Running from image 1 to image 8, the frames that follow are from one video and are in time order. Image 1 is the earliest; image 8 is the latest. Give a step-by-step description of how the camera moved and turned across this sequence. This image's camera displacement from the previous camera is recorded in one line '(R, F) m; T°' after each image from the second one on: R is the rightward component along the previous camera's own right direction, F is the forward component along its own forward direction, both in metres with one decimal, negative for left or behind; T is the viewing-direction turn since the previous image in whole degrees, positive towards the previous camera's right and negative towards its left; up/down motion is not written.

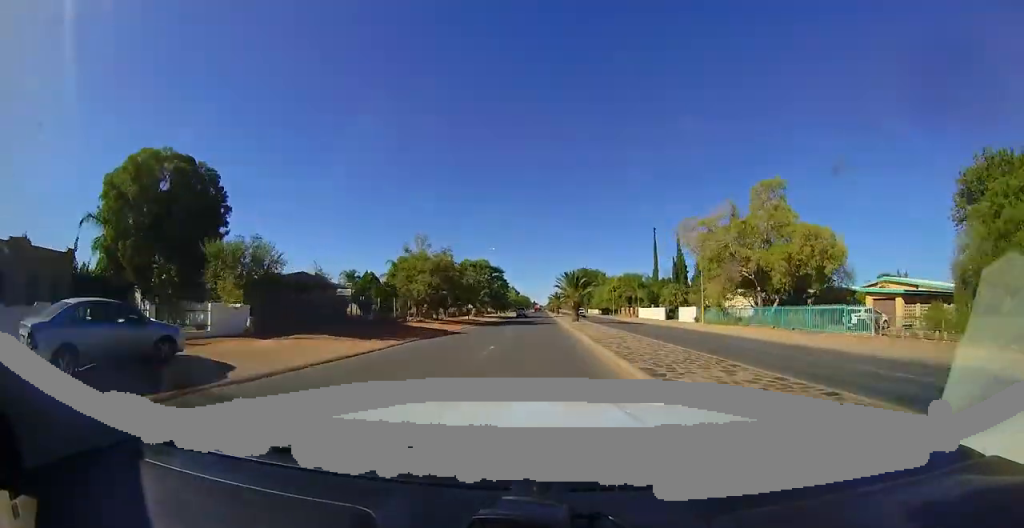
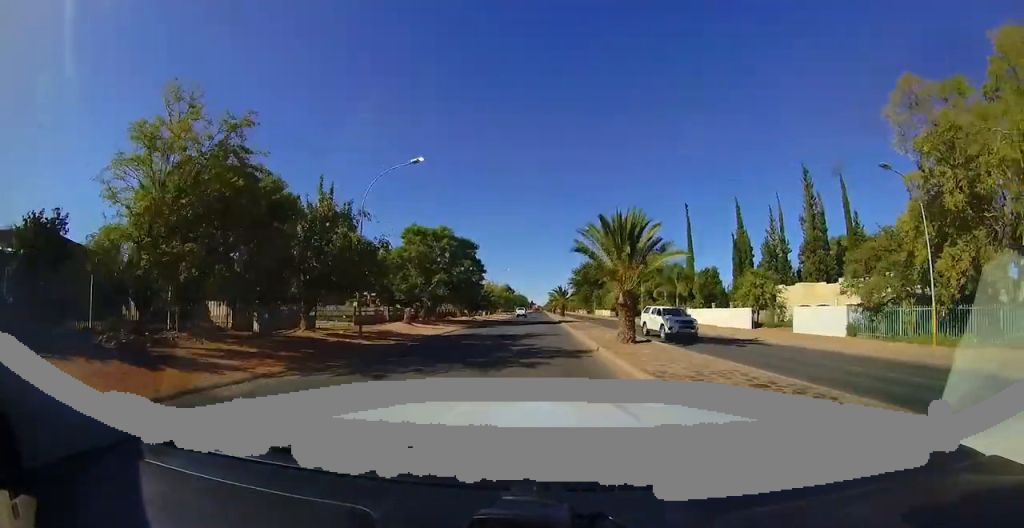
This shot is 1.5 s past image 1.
(-0.1, +24.0) m; 0°
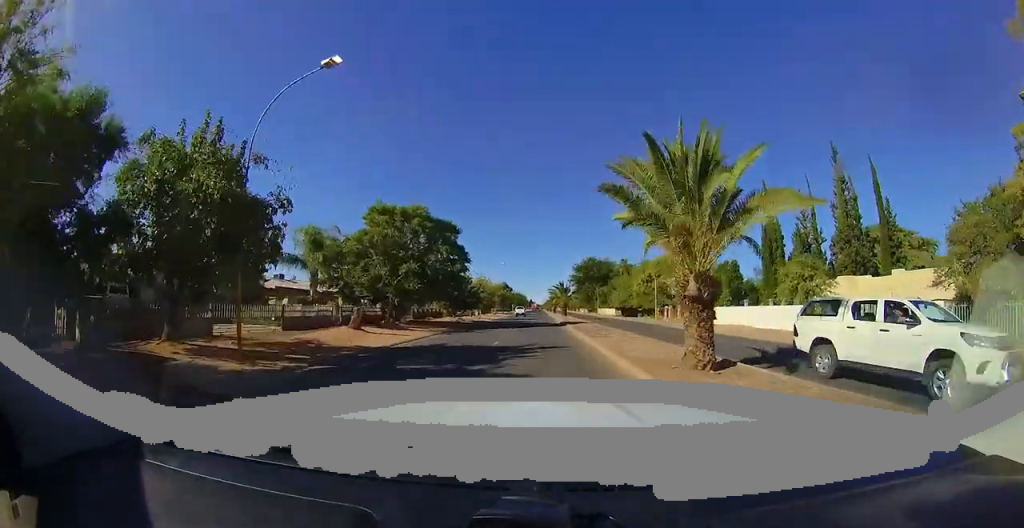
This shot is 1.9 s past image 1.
(0.0, +7.3) m; 0°
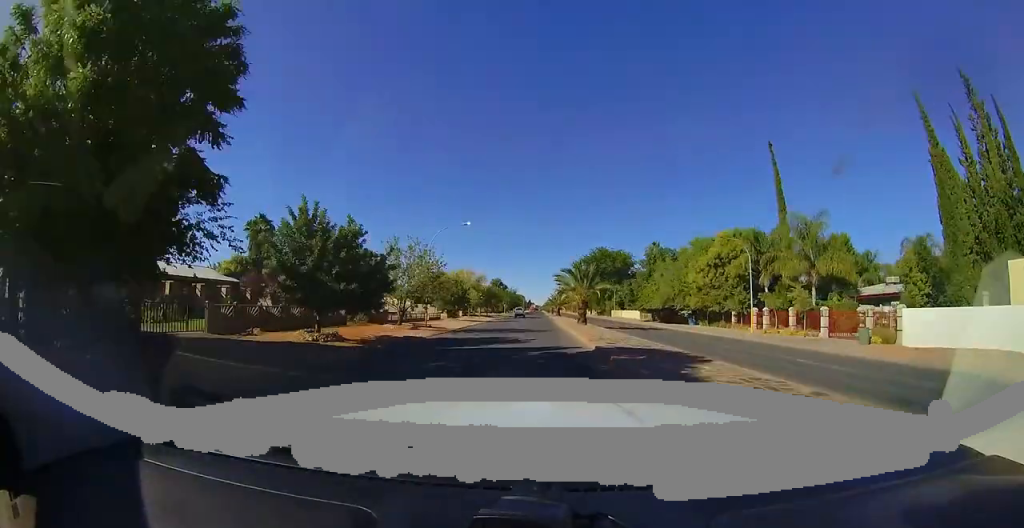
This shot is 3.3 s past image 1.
(+0.1, +23.4) m; 0°
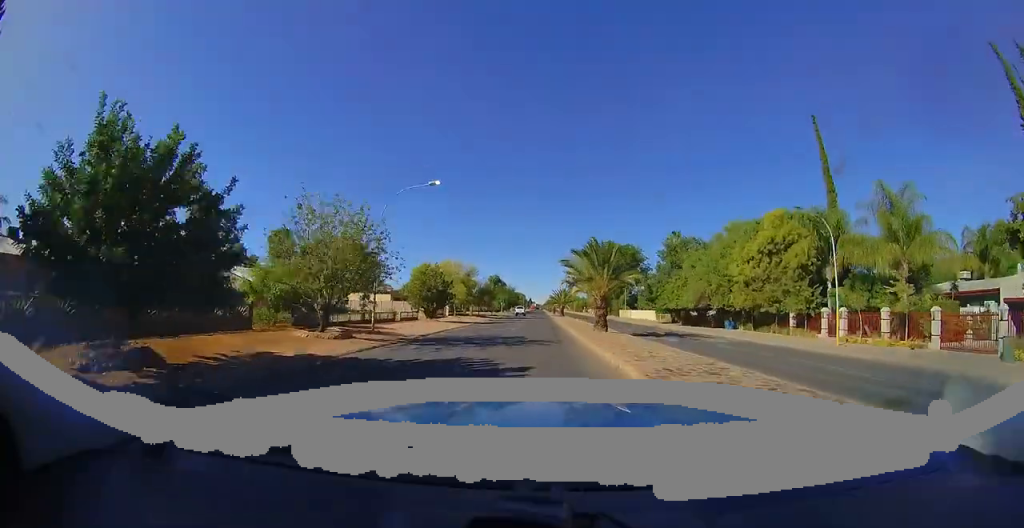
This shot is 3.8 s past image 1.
(0.0, +8.7) m; 0°
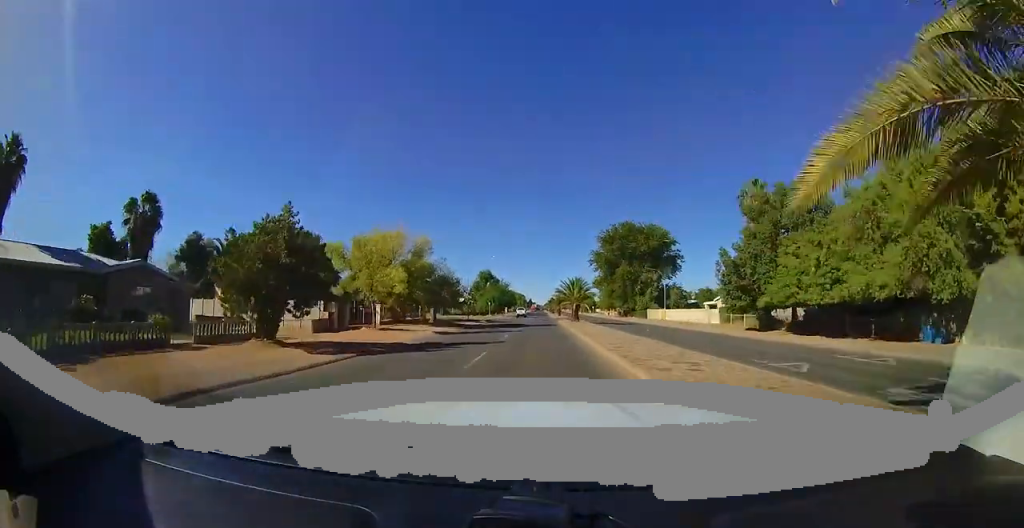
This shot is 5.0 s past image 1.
(0.0, +21.1) m; 0°
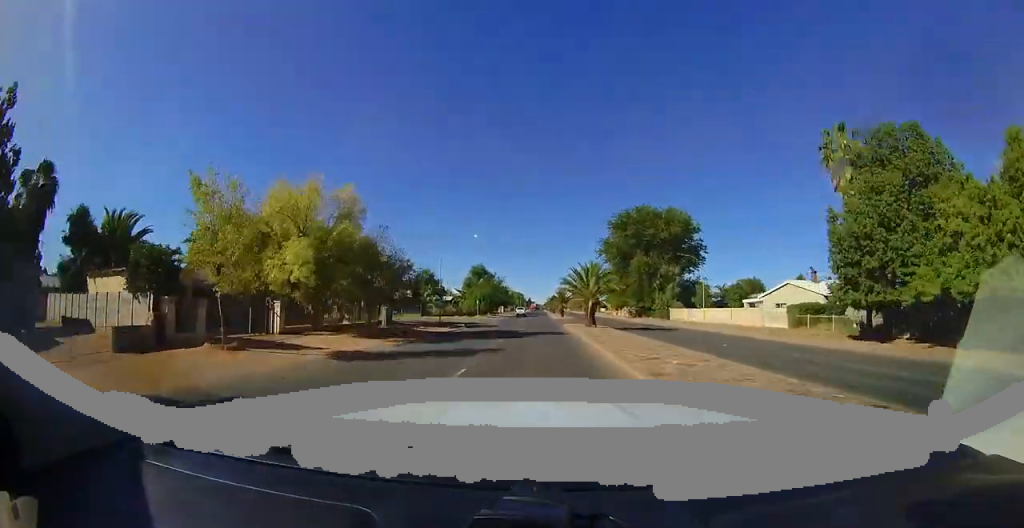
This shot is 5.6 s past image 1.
(0.0, +11.3) m; 0°
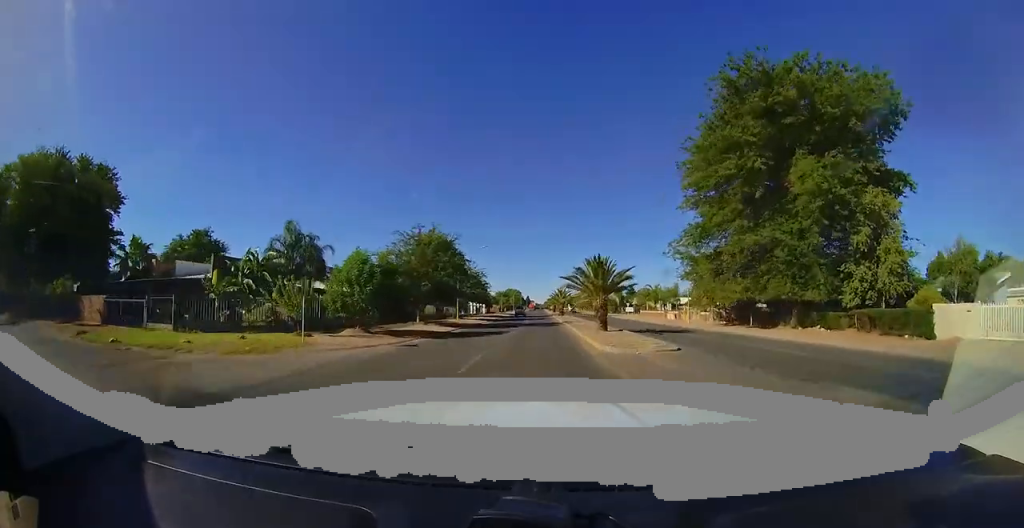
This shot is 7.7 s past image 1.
(+0.5, +38.3) m; +2°
